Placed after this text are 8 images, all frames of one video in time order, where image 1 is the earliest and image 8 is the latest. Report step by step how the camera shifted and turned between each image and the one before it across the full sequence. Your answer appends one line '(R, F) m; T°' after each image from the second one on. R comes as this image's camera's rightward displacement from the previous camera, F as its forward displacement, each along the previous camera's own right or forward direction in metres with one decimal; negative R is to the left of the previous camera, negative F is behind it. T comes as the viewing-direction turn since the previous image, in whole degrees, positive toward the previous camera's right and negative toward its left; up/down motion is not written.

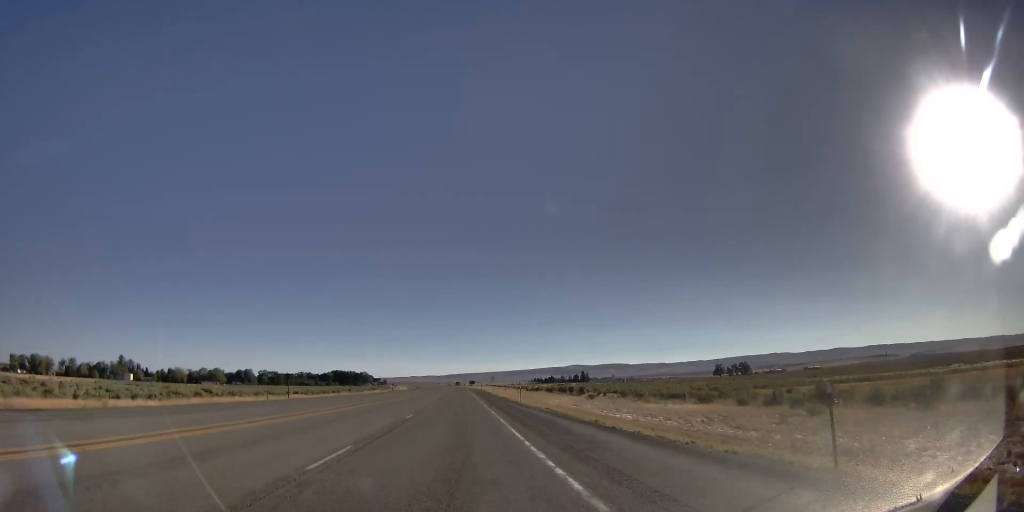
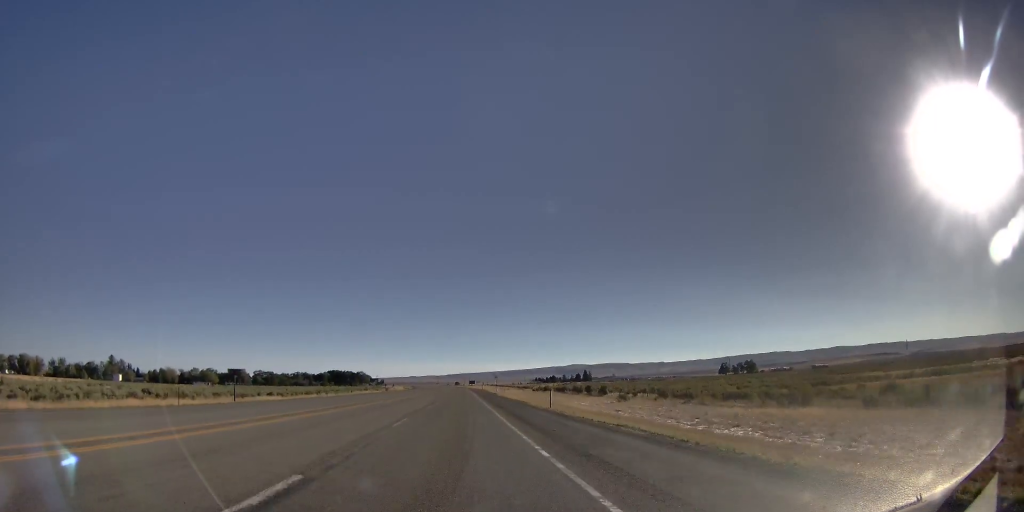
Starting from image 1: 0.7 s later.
(-0.7, +19.7) m; -1°
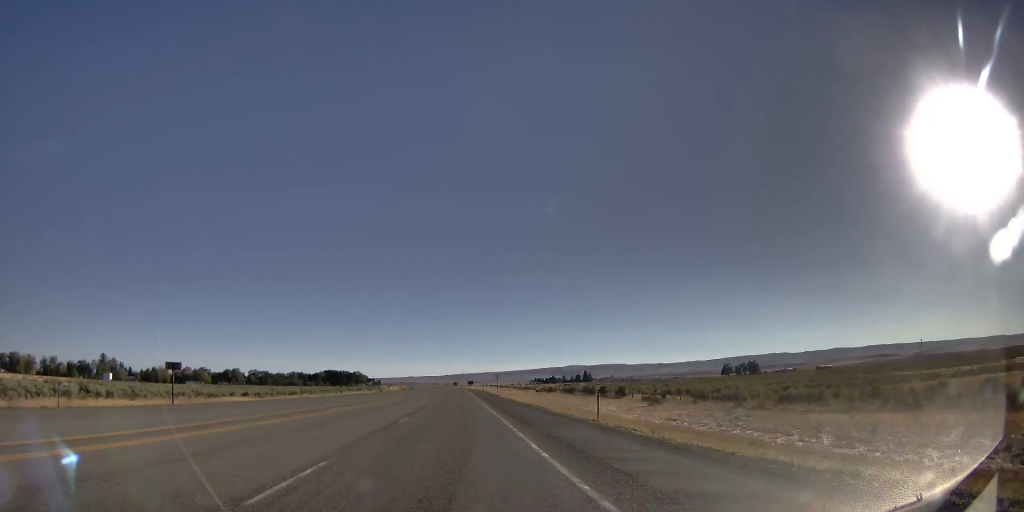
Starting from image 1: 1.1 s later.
(-0.5, +13.8) m; -1°
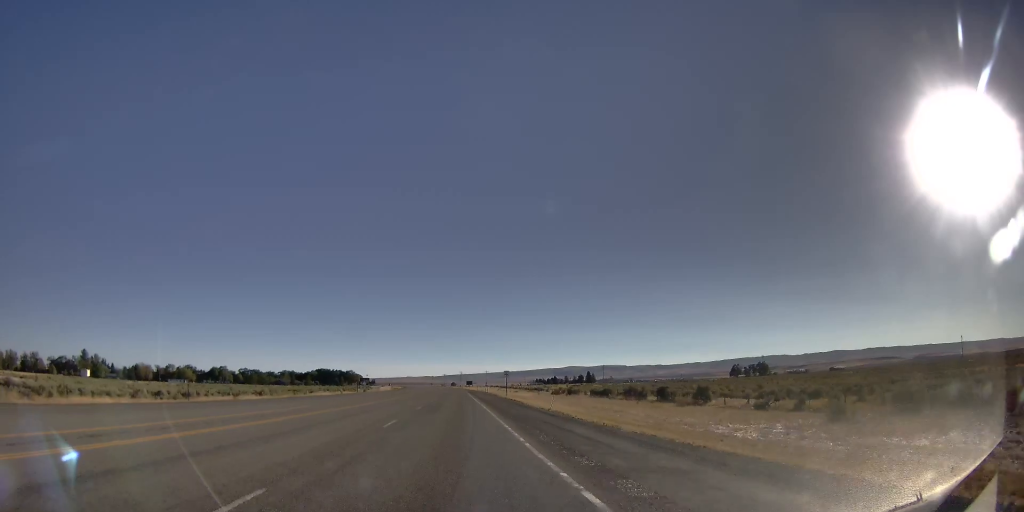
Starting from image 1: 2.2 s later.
(+0.5, +31.3) m; -1°
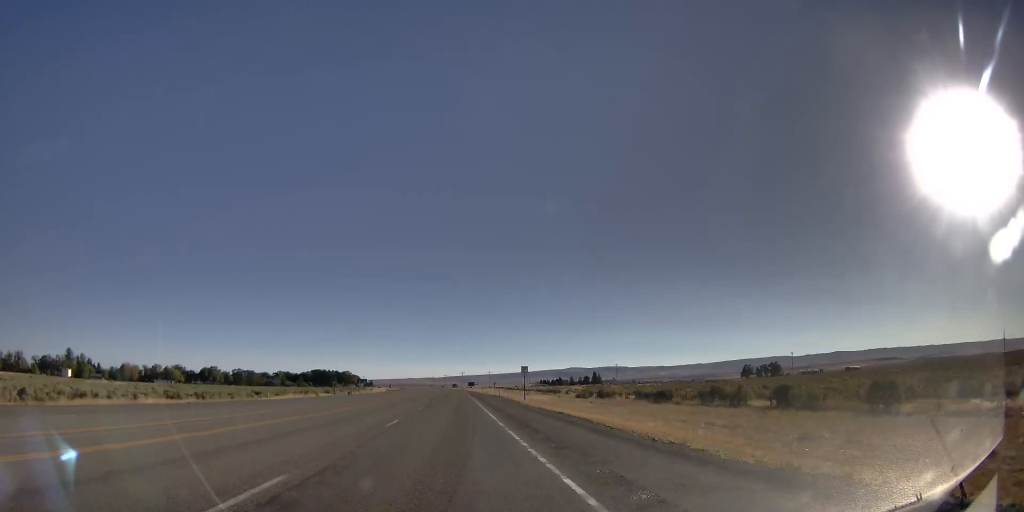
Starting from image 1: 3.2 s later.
(-0.8, +29.4) m; -1°
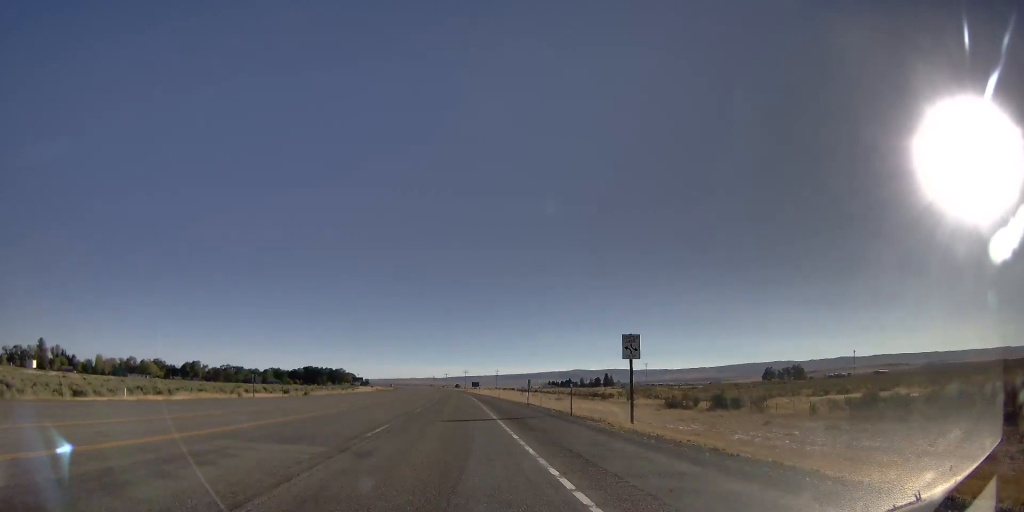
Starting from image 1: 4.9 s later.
(+1.4, +50.1) m; +3°
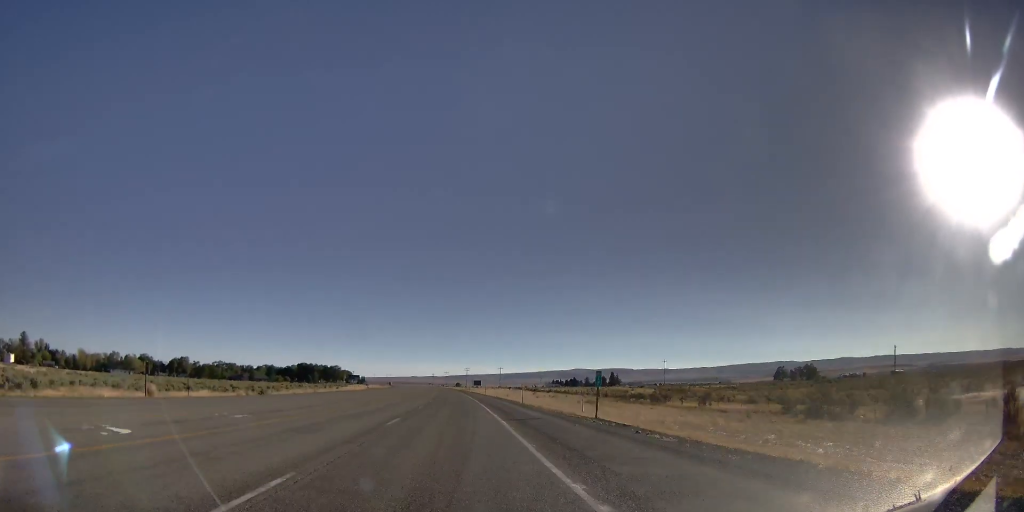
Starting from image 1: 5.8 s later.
(+0.4, +27.3) m; 0°
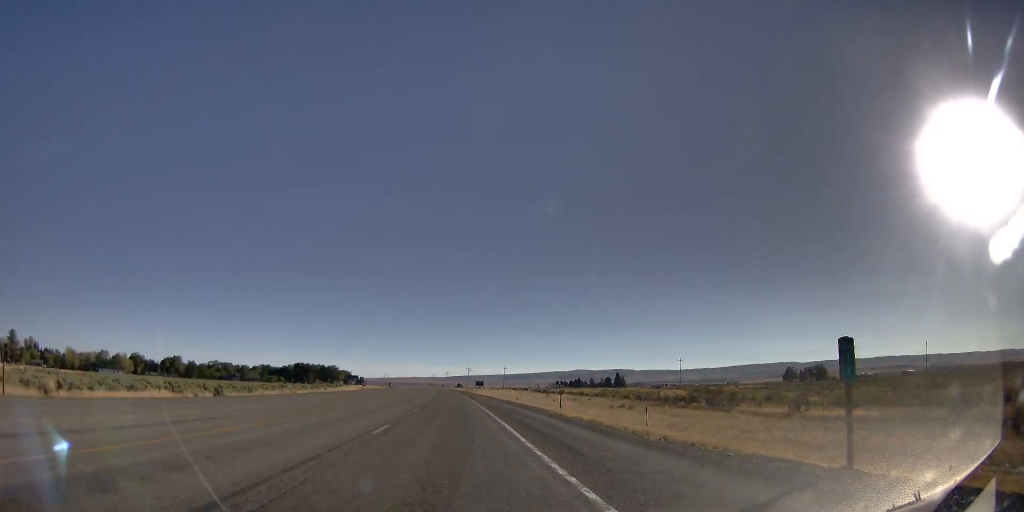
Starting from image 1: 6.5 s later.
(-0.1, +18.4) m; -1°
